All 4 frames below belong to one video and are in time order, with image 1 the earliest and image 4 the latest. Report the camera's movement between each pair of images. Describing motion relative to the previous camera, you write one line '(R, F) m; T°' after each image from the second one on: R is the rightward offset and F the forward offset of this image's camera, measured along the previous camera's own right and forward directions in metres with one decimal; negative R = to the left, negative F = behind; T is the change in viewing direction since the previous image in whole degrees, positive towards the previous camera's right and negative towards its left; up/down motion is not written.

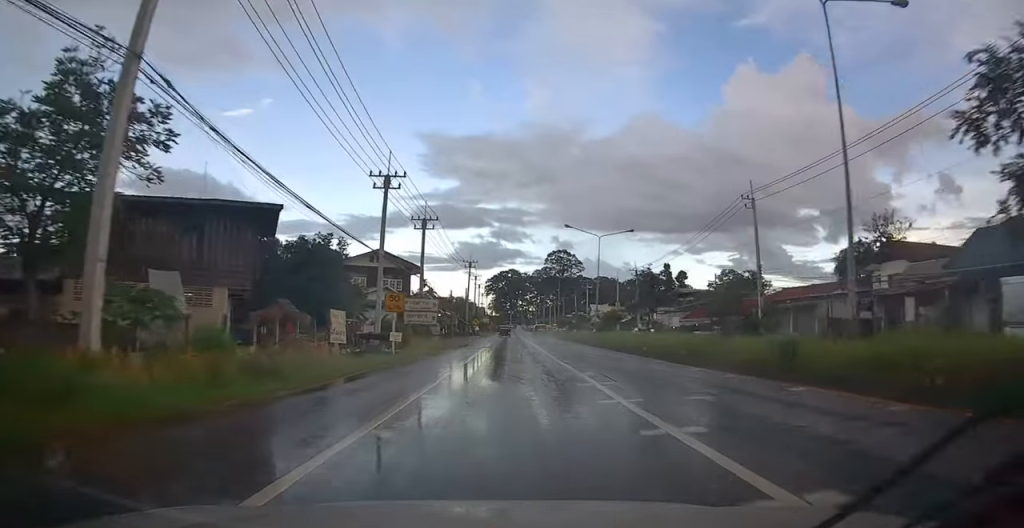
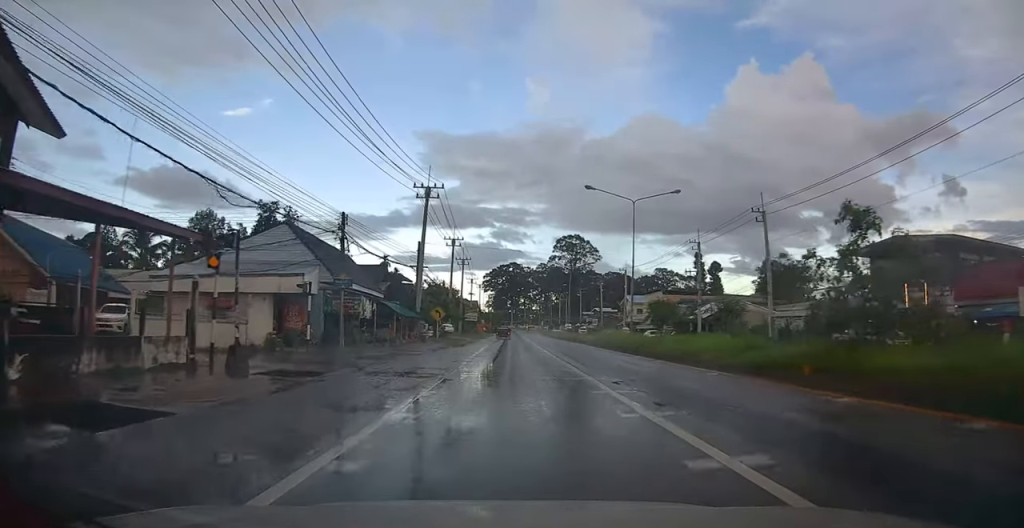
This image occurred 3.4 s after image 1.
(+0.8, +49.6) m; 0°
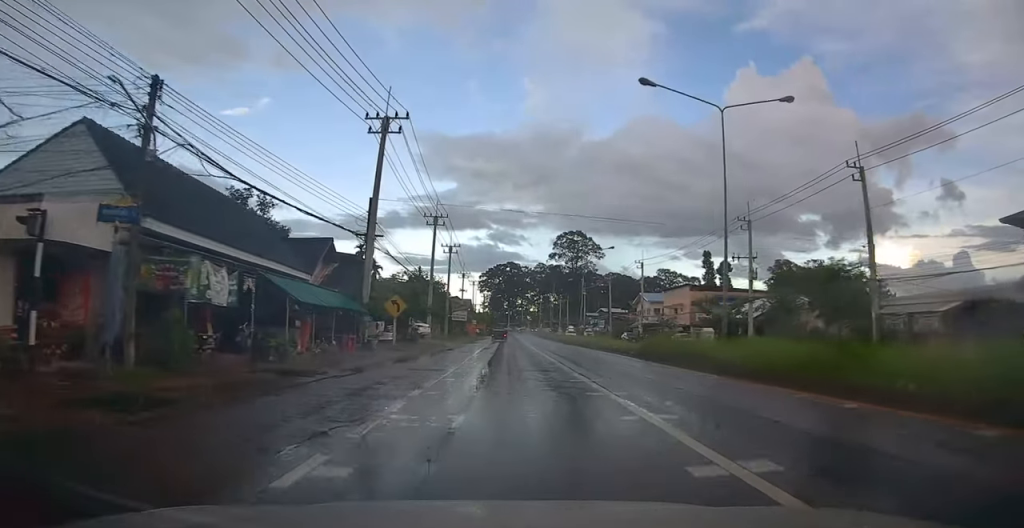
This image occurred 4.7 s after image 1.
(-0.6, +15.2) m; -2°
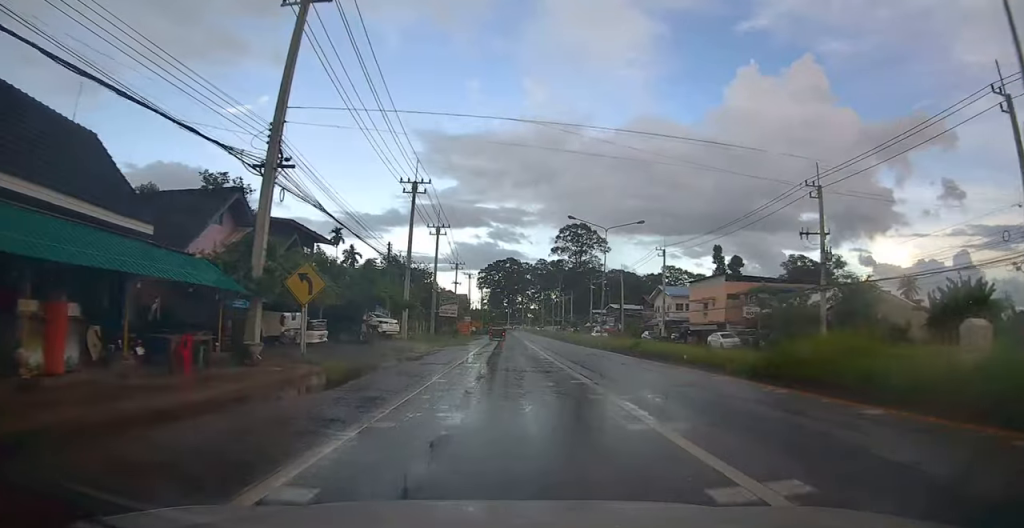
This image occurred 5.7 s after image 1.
(+0.2, +12.6) m; +3°
